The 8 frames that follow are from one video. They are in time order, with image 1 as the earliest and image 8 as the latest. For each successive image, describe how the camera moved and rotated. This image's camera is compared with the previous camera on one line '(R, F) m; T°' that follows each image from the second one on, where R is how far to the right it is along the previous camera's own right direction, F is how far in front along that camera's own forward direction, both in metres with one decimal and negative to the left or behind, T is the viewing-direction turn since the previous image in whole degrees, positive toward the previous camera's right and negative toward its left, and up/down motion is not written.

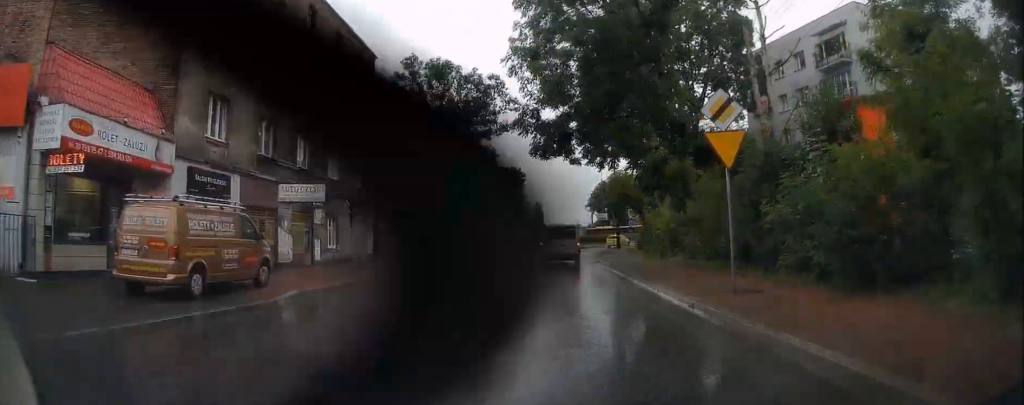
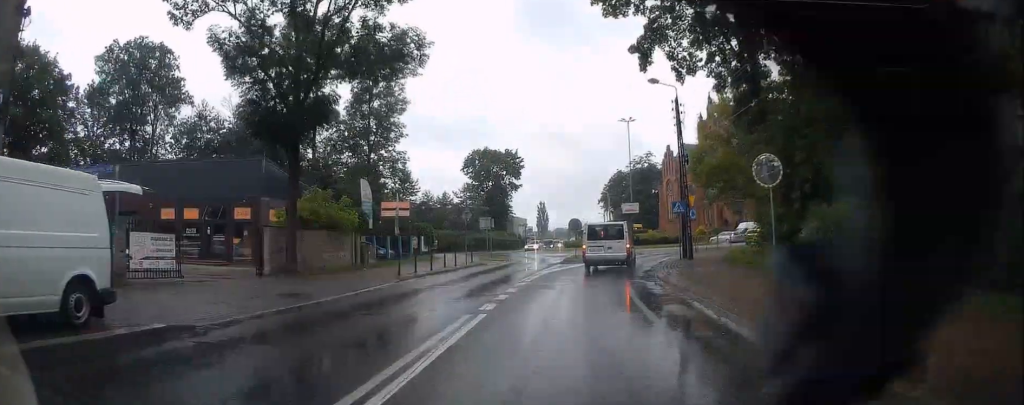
(-0.6, +28.0) m; +1°
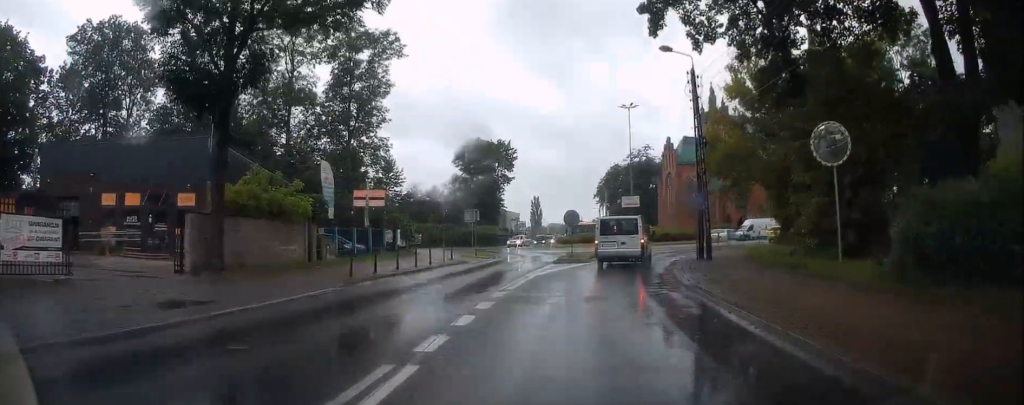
(-0.2, +4.5) m; +2°
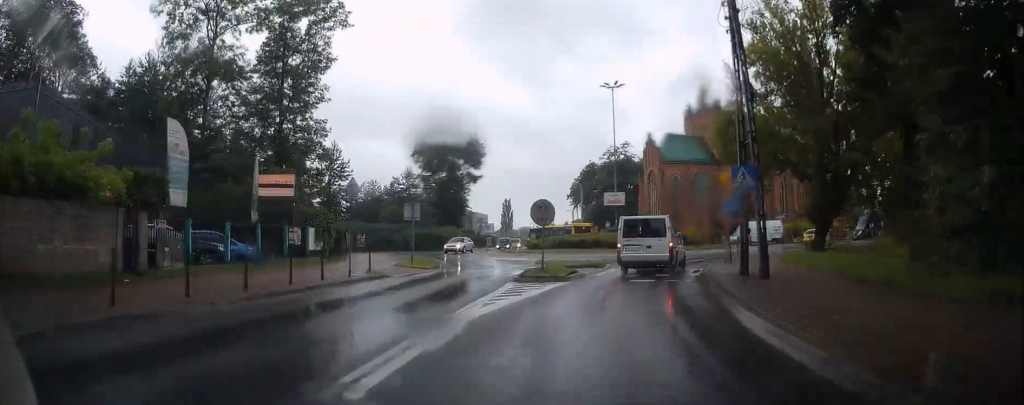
(+0.7, +8.1) m; +6°
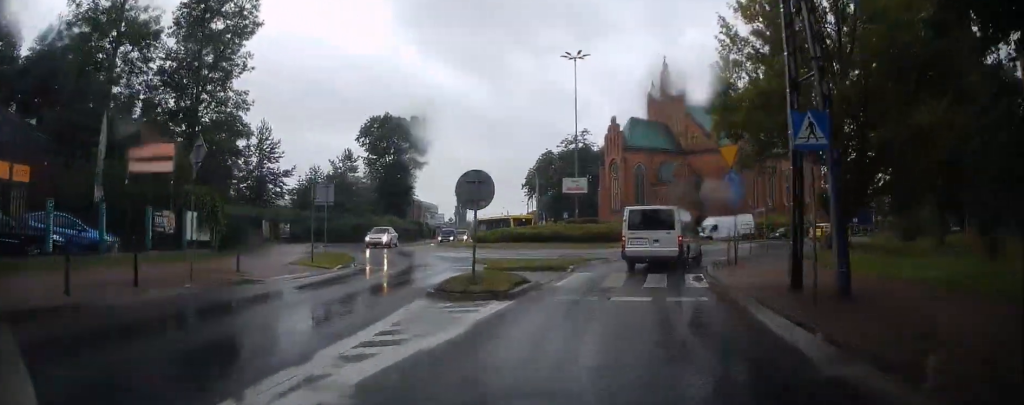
(+0.2, +5.1) m; +4°
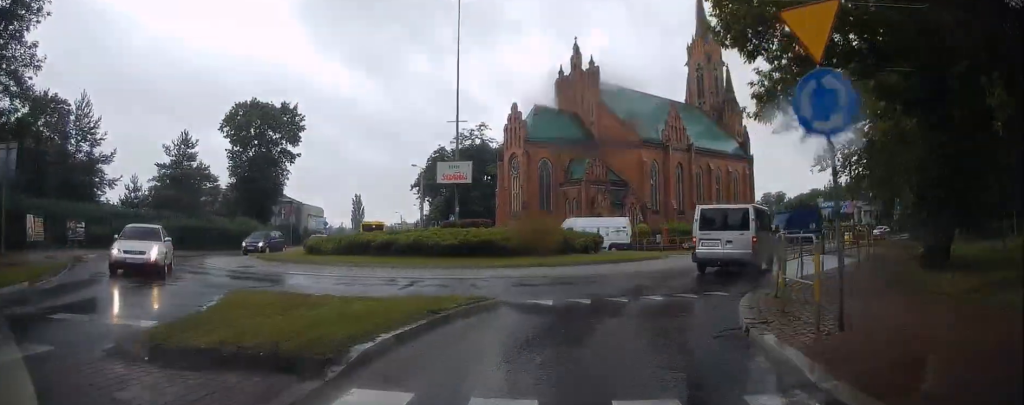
(+1.2, +11.1) m; +12°
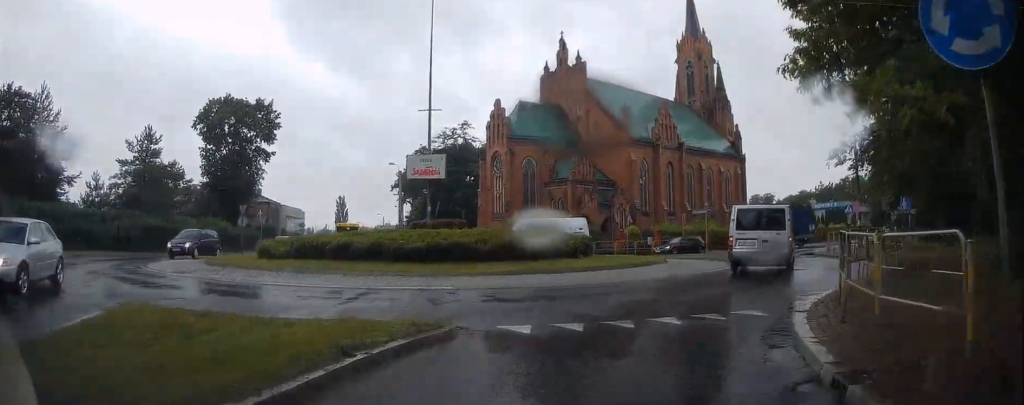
(-0.1, +3.0) m; +3°
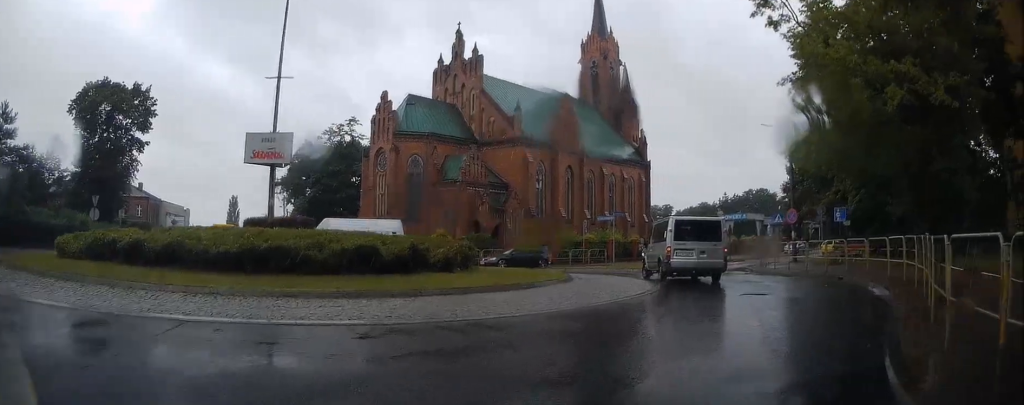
(+0.4, +5.5) m; +7°
